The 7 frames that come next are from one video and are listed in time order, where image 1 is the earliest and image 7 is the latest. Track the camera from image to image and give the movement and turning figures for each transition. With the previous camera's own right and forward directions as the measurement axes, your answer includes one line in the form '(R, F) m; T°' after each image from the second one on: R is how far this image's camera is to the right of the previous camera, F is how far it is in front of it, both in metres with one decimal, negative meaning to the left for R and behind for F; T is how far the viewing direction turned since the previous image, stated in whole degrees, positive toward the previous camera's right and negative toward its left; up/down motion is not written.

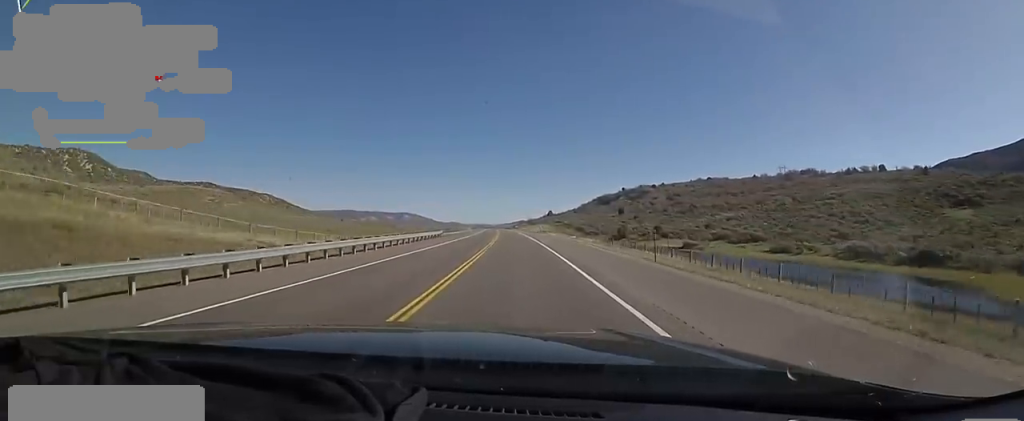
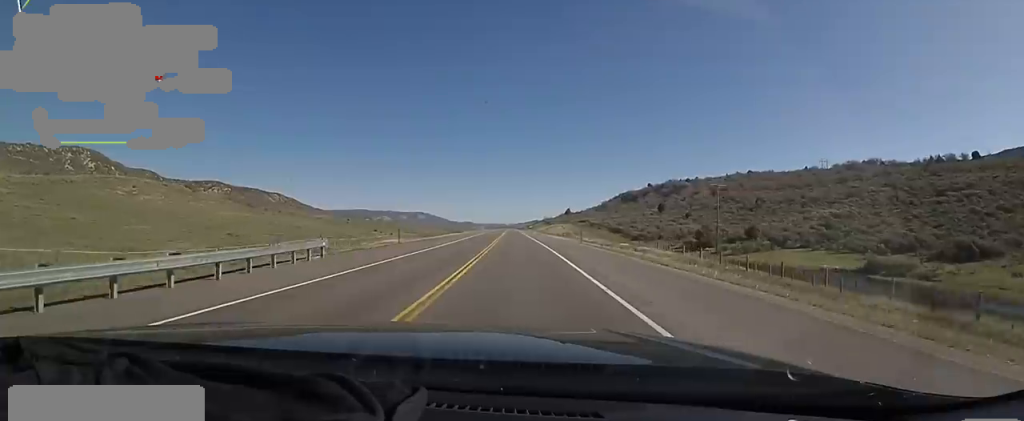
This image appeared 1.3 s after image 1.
(-2.0, +41.2) m; -3°
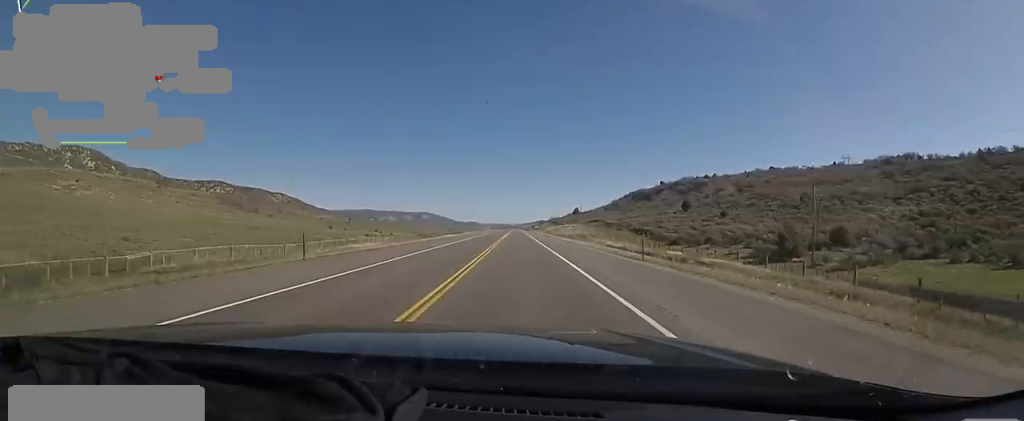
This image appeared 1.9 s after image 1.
(-0.2, +20.1) m; 0°
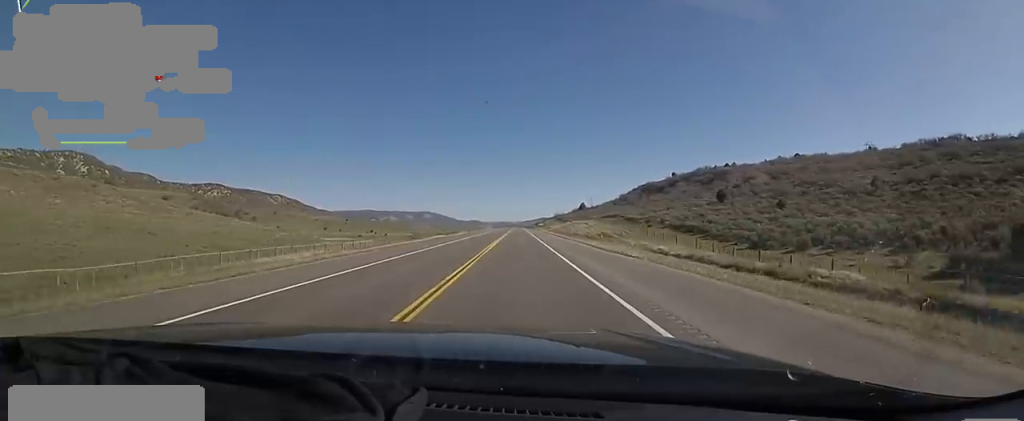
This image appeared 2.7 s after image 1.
(+0.8, +25.3) m; 0°
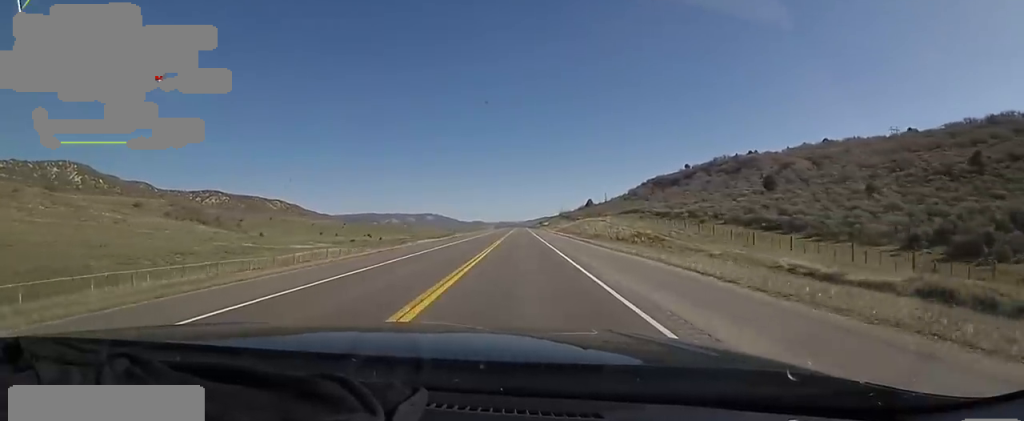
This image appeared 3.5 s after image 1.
(-0.9, +24.2) m; -2°
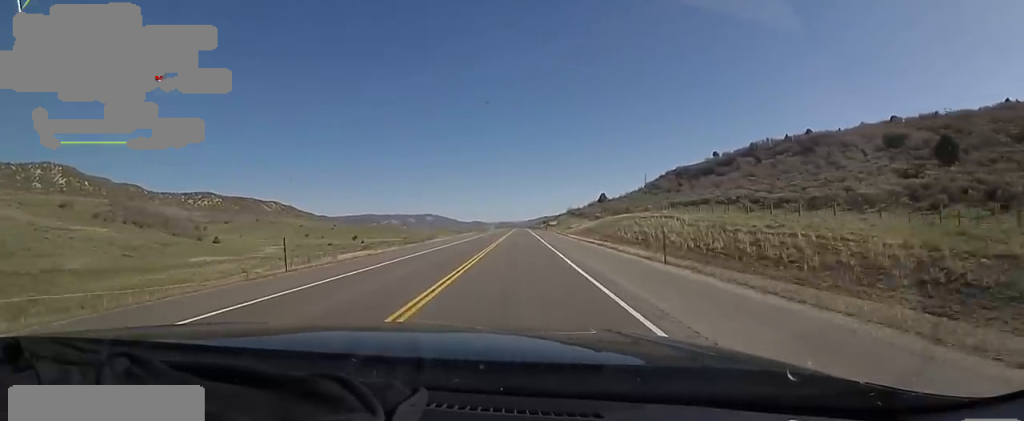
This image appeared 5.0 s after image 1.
(+0.3, +46.5) m; +2°
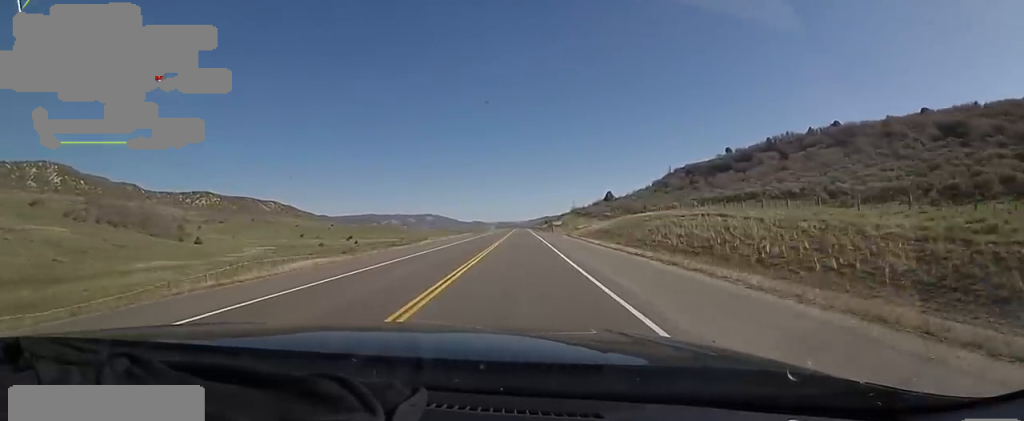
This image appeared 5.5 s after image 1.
(+0.6, +15.9) m; 0°
